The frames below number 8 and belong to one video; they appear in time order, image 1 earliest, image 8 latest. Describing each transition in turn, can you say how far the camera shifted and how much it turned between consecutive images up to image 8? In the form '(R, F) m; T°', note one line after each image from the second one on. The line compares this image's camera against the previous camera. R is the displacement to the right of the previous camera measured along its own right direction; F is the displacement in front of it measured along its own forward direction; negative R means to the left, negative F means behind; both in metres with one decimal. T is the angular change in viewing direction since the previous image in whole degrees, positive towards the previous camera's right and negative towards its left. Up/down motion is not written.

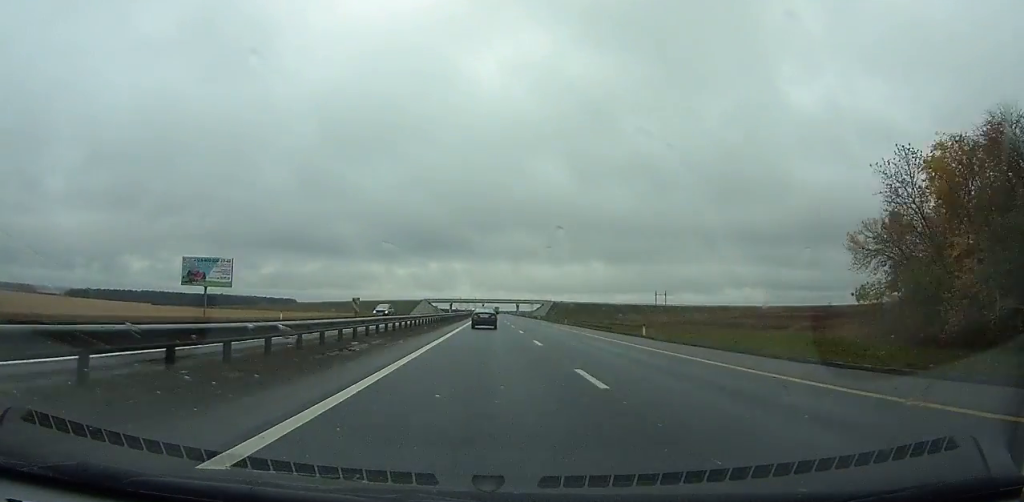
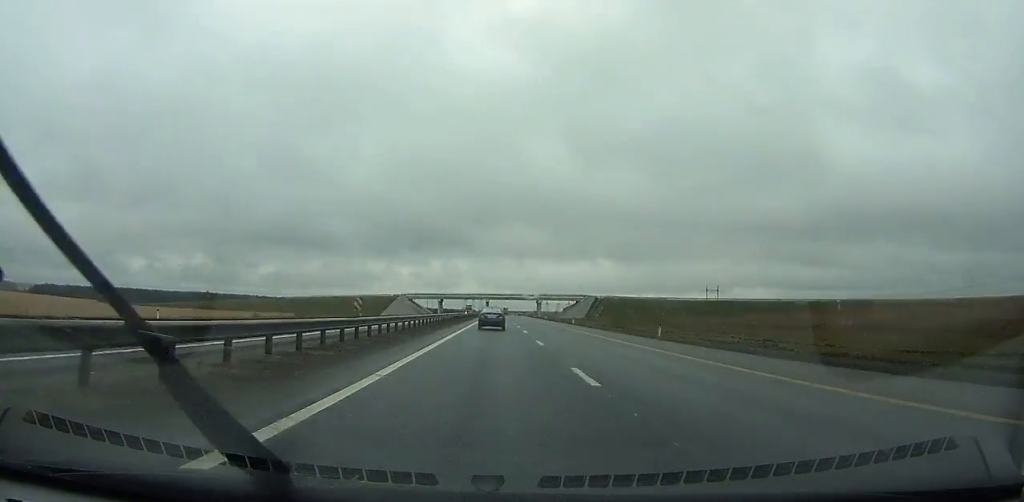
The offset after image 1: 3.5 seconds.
(-0.5, +118.6) m; 0°
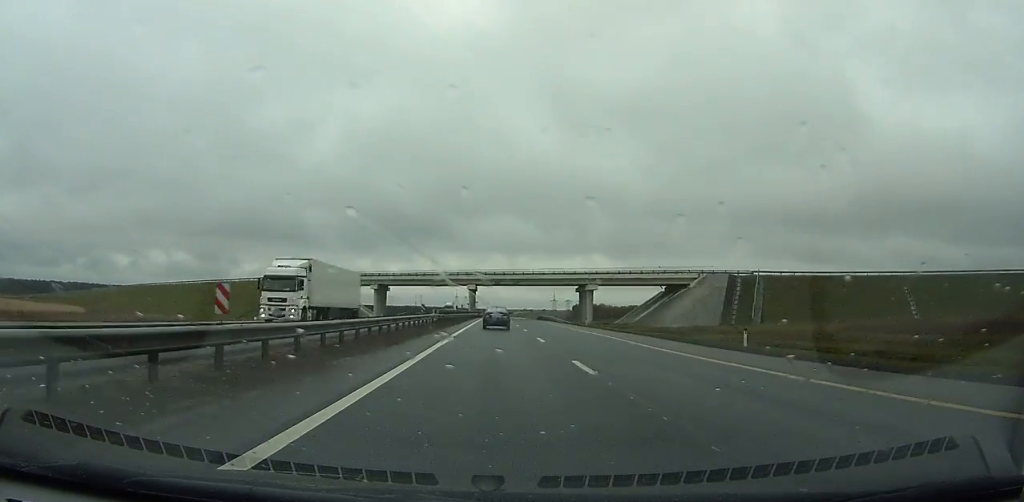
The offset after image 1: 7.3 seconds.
(-0.3, +128.5) m; 0°
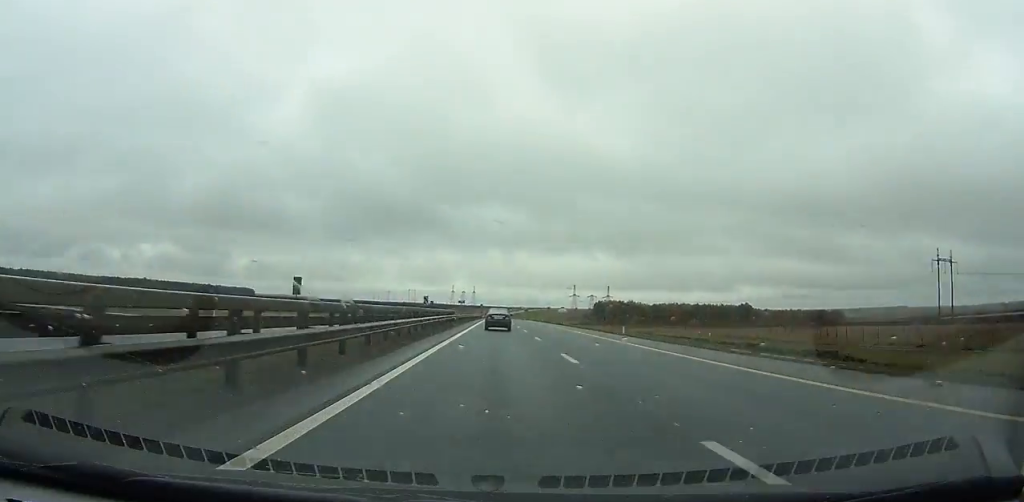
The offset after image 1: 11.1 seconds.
(+0.3, +129.2) m; 0°
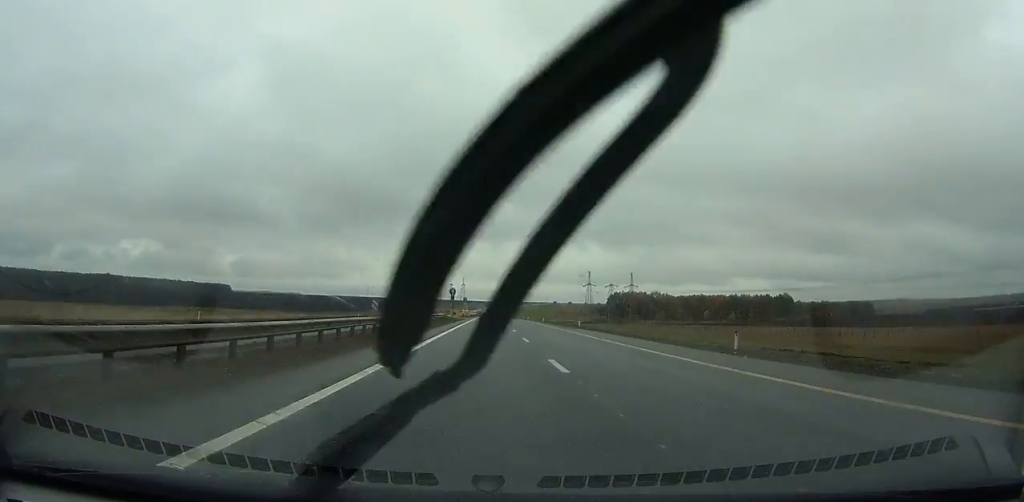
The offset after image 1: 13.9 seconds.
(0.0, +95.7) m; 0°
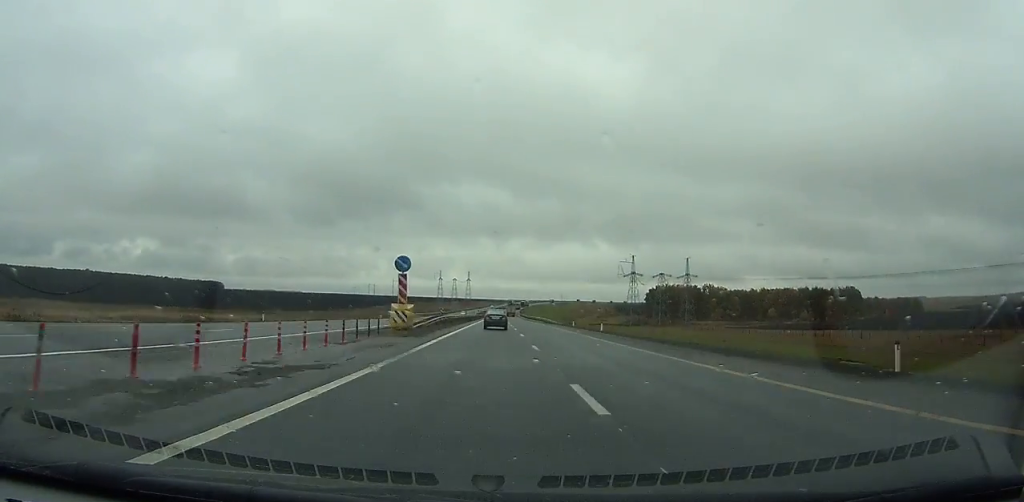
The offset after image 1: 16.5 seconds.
(+0.1, +89.1) m; 0°
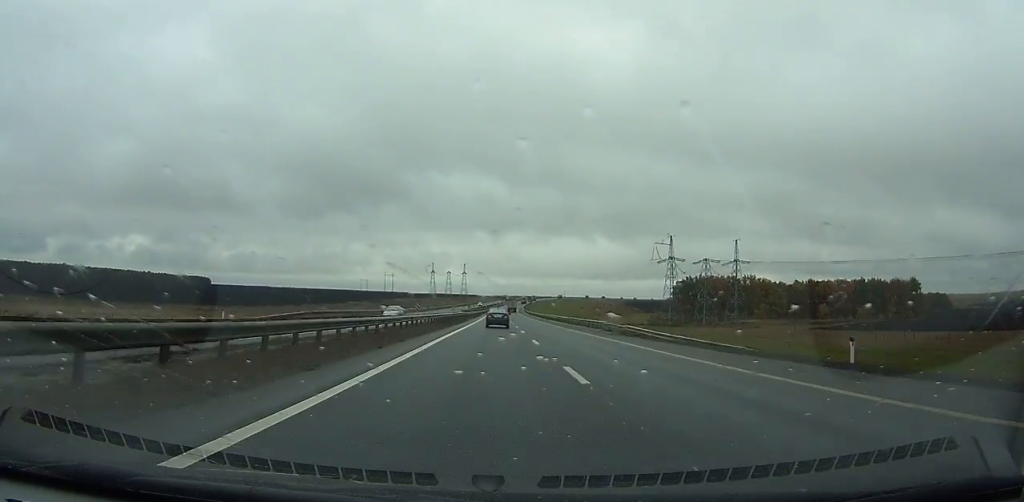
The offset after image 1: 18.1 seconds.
(-0.5, +54.9) m; 0°
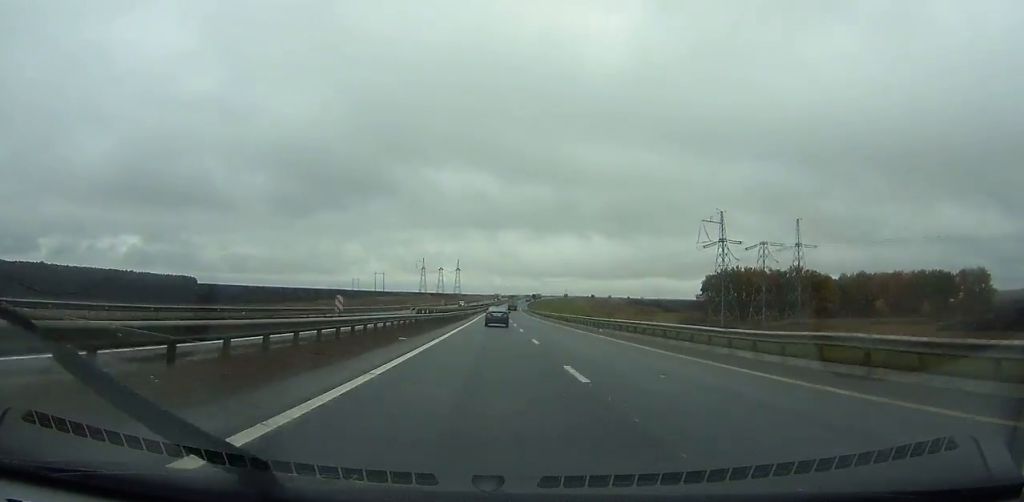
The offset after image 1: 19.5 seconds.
(-0.1, +47.8) m; 0°
